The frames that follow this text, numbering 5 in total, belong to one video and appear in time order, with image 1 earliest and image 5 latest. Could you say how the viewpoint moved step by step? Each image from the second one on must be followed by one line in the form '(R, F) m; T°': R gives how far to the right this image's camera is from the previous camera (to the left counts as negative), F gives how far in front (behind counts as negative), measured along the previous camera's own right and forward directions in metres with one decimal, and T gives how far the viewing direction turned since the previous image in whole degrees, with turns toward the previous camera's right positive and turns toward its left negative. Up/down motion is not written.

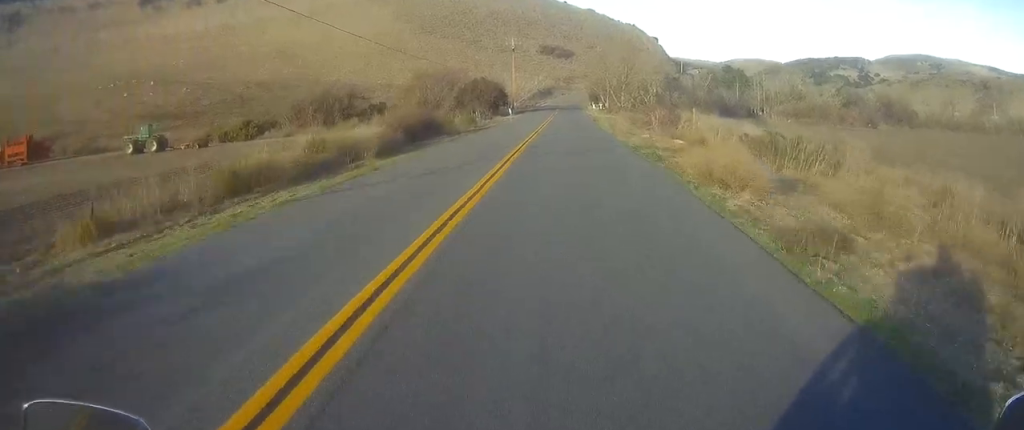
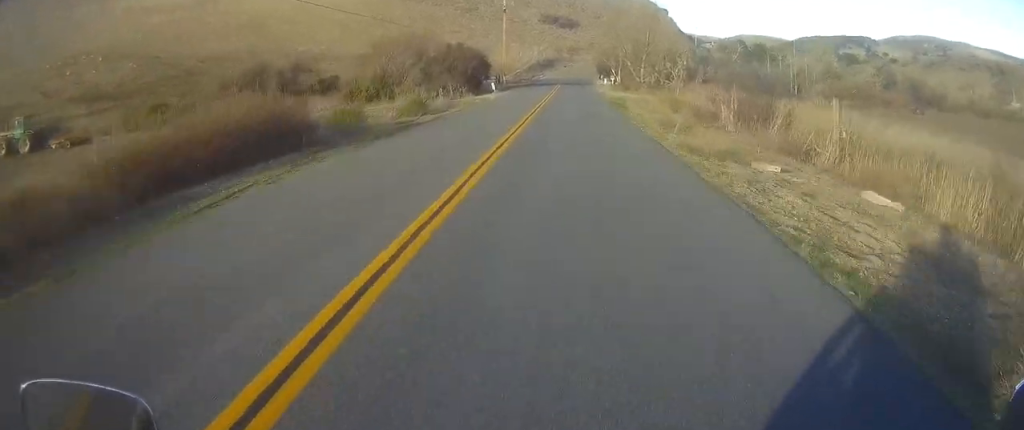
(+0.2, +22.6) m; +1°
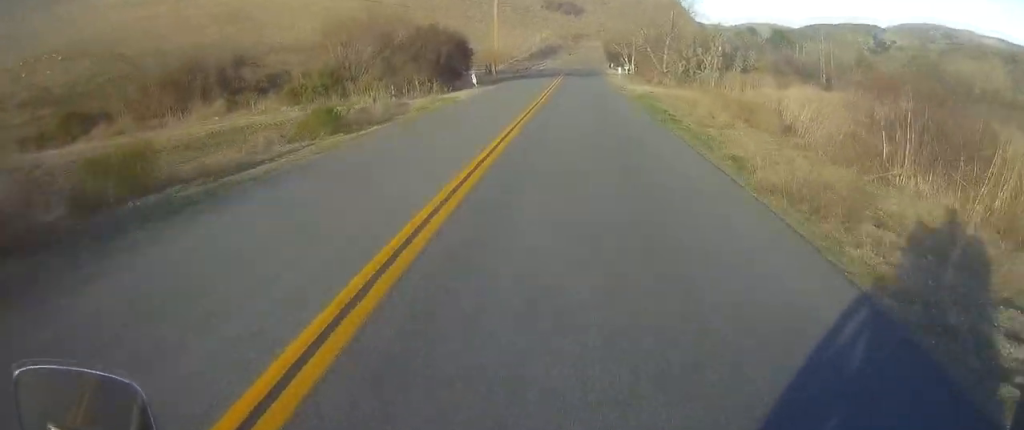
(+0.1, +15.9) m; 0°
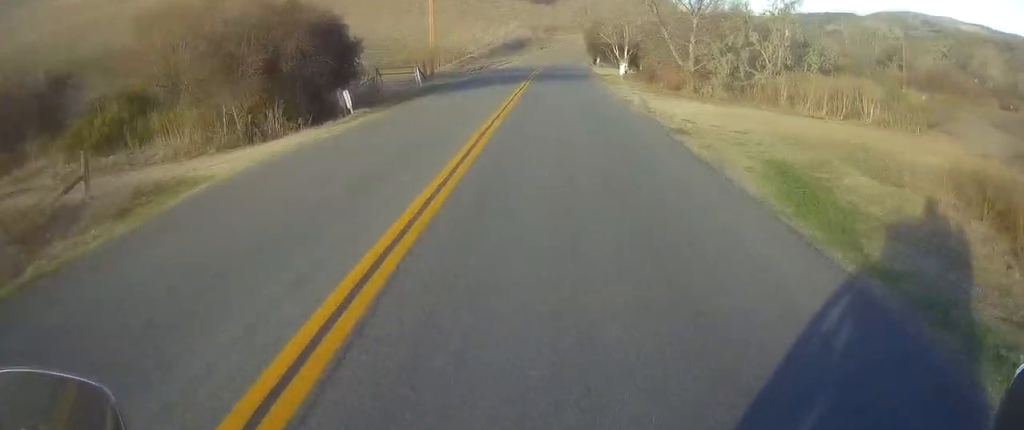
(-0.2, +24.7) m; 0°
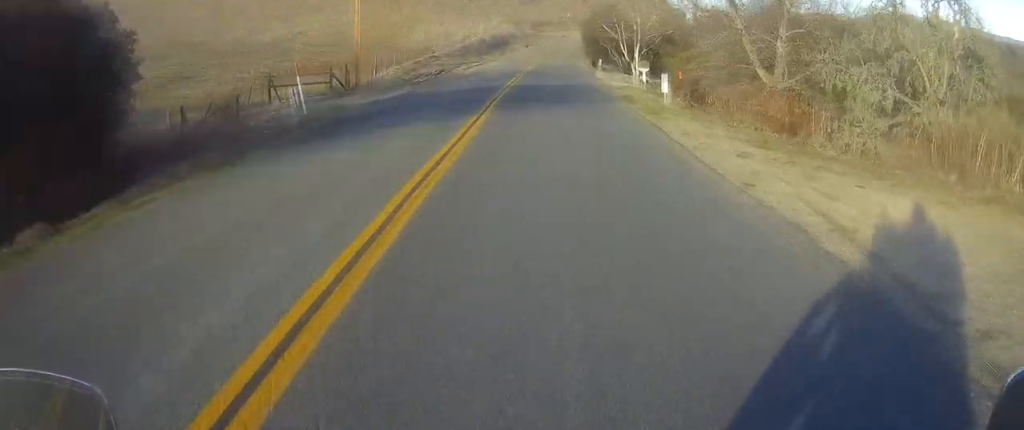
(0.0, +18.0) m; +1°
